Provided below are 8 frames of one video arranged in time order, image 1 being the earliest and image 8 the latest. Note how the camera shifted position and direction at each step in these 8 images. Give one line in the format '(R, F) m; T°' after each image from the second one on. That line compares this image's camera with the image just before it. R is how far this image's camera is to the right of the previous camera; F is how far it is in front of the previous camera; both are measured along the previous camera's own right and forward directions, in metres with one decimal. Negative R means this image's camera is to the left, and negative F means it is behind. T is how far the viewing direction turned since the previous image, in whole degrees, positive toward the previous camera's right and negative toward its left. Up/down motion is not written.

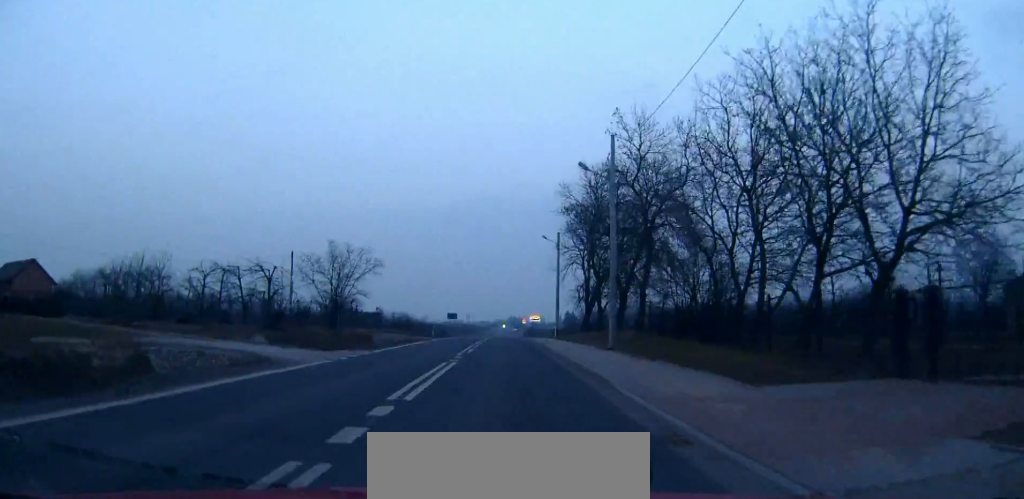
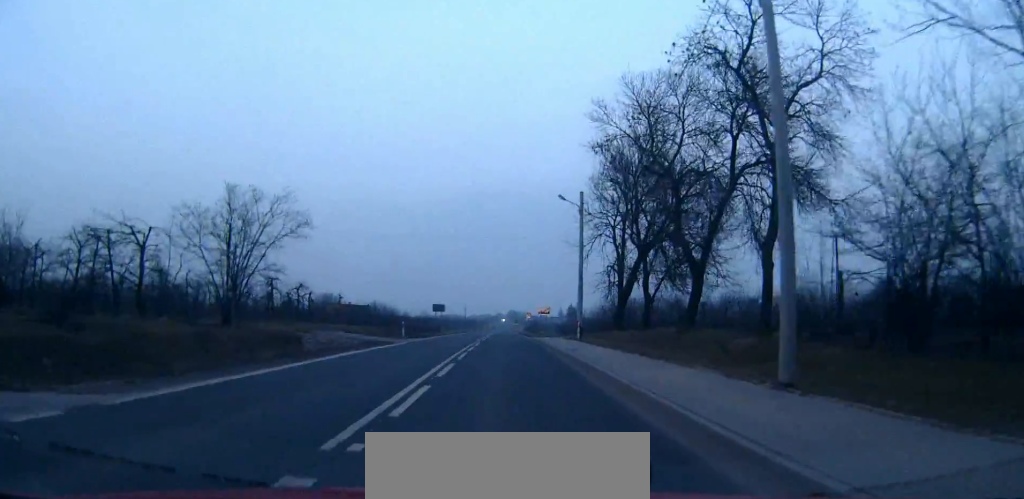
(0.0, +19.3) m; 0°
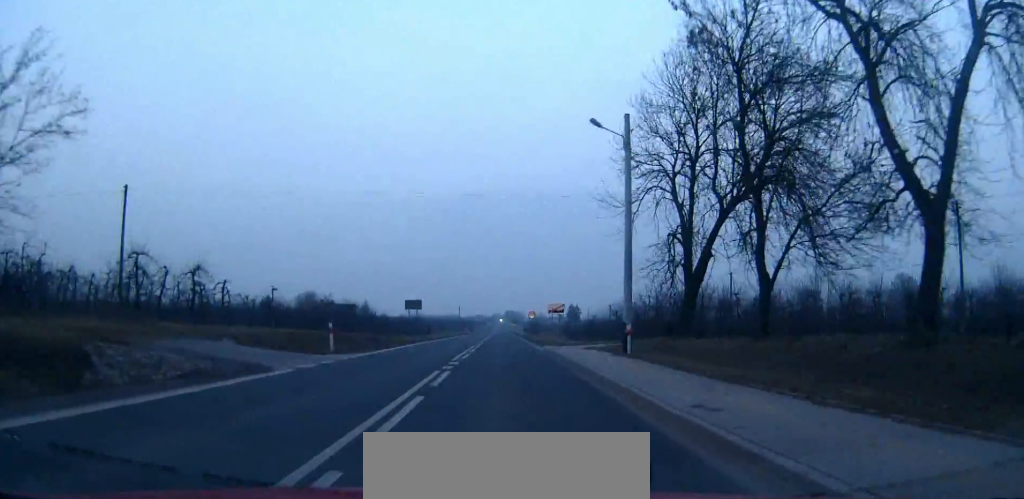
(0.0, +18.7) m; 0°
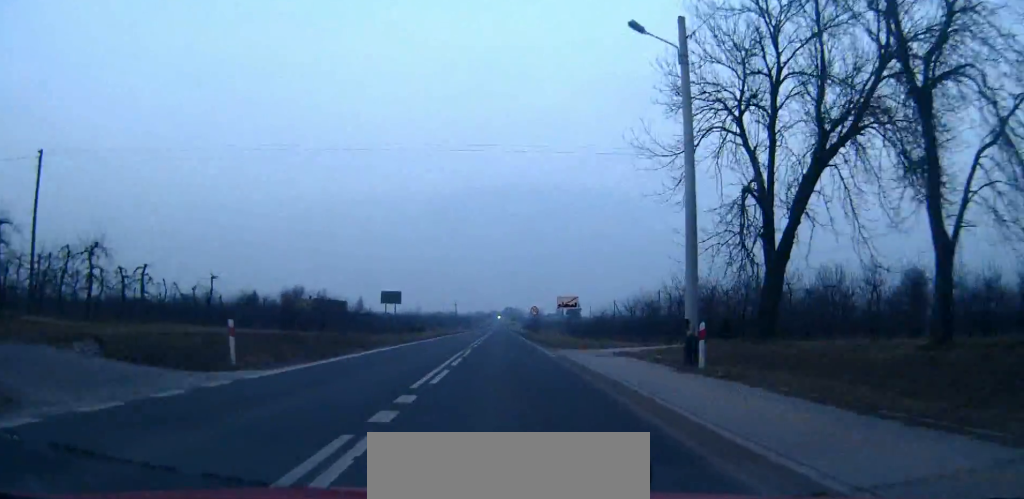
(0.0, +10.0) m; 0°
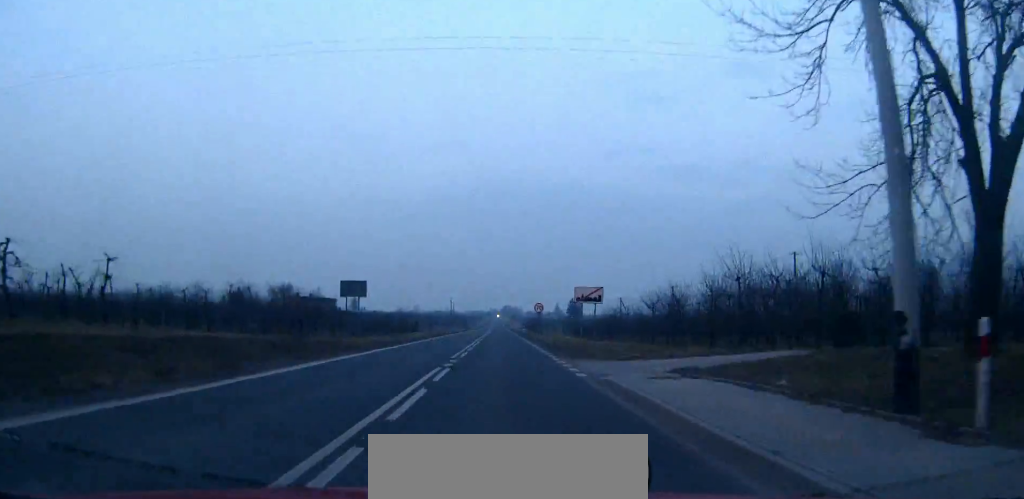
(-0.1, +10.7) m; 0°
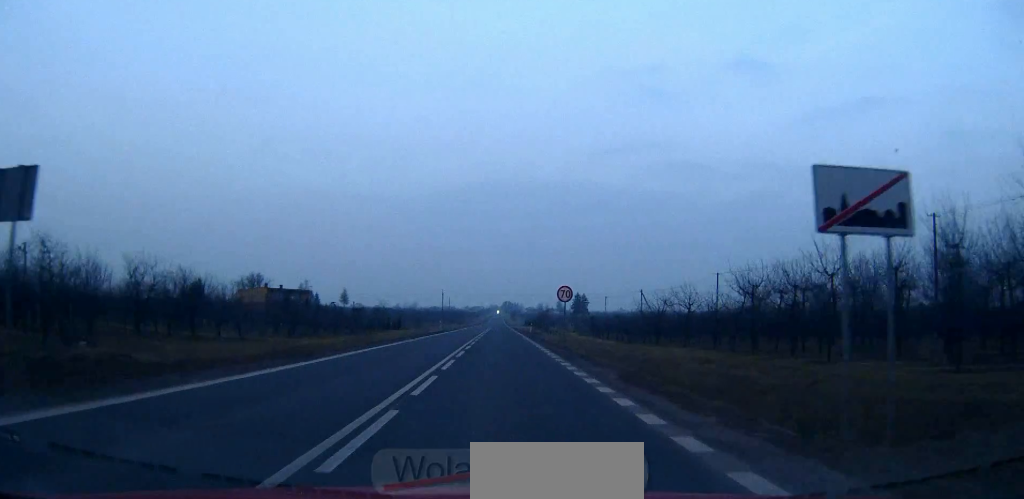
(+0.1, +24.2) m; 0°
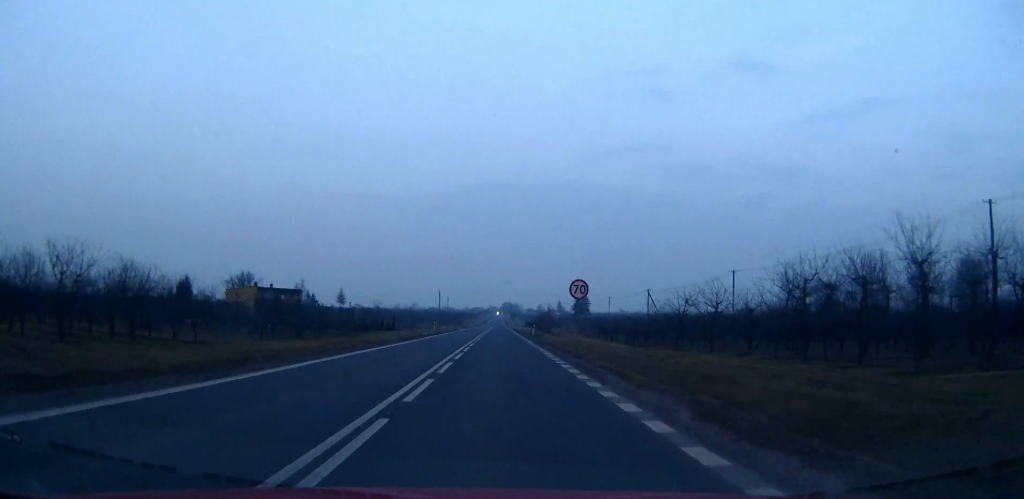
(0.0, +6.5) m; 0°
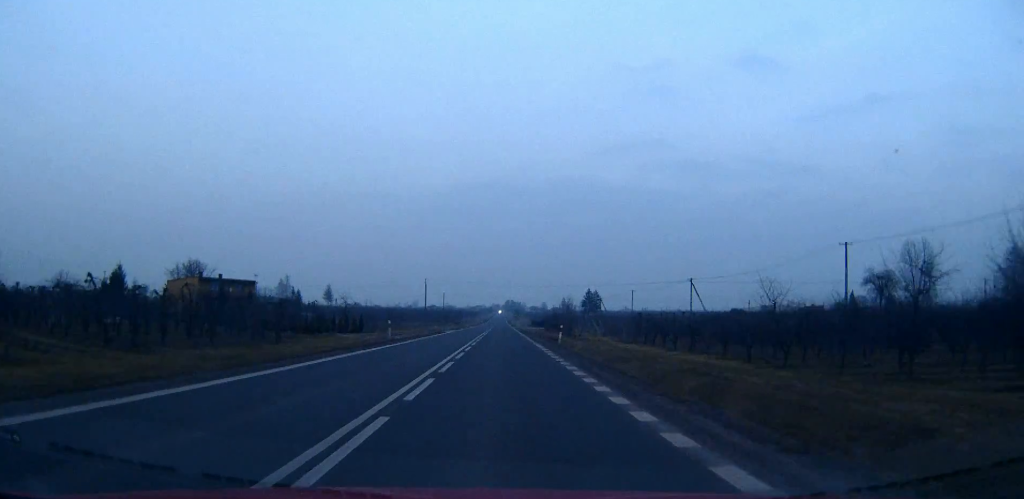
(0.0, +28.8) m; 0°
